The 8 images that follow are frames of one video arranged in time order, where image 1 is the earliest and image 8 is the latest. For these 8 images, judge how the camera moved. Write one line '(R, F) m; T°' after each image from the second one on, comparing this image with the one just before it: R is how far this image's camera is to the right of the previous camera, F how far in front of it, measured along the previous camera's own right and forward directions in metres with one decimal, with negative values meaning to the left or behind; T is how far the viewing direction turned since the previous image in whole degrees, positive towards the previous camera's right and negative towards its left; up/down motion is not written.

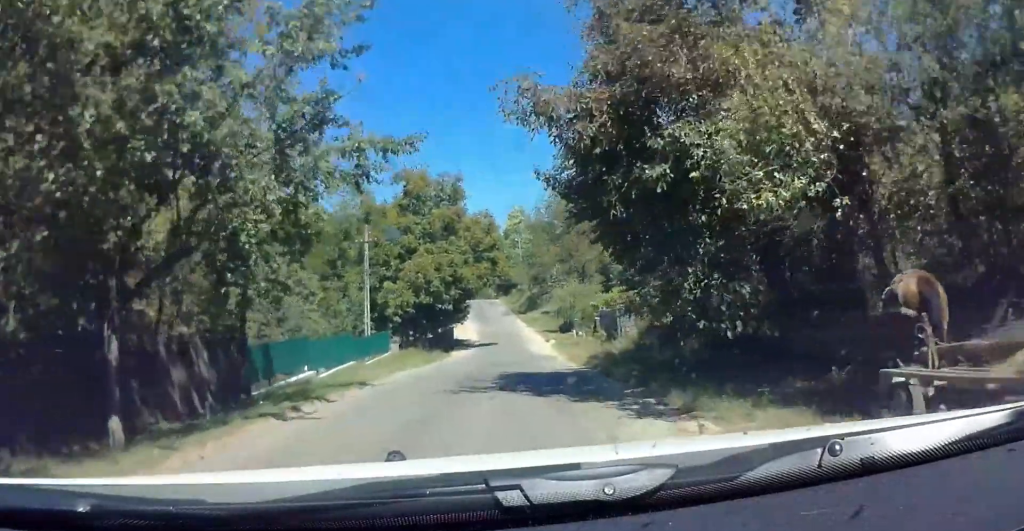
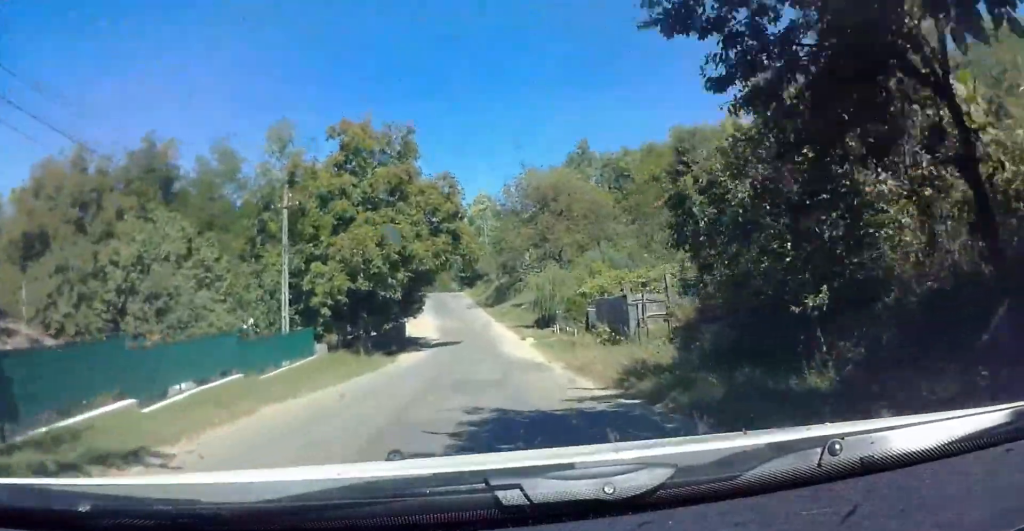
(0.0, +10.7) m; +3°
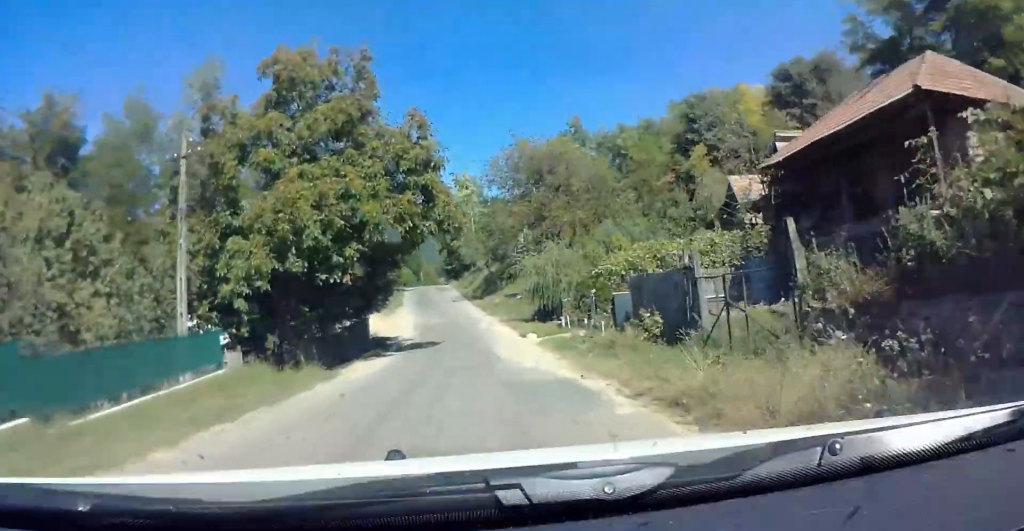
(+0.6, +9.8) m; 0°
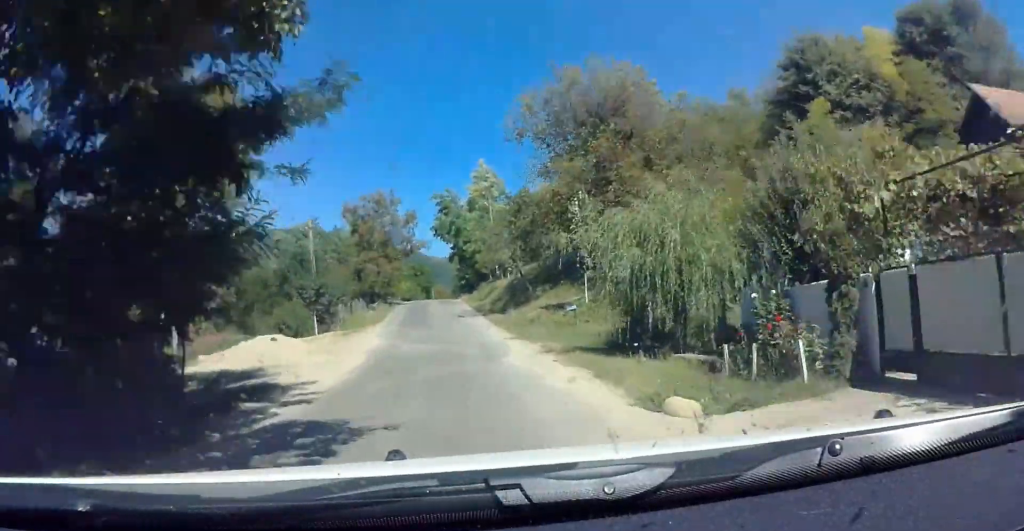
(-1.1, +20.2) m; -7°
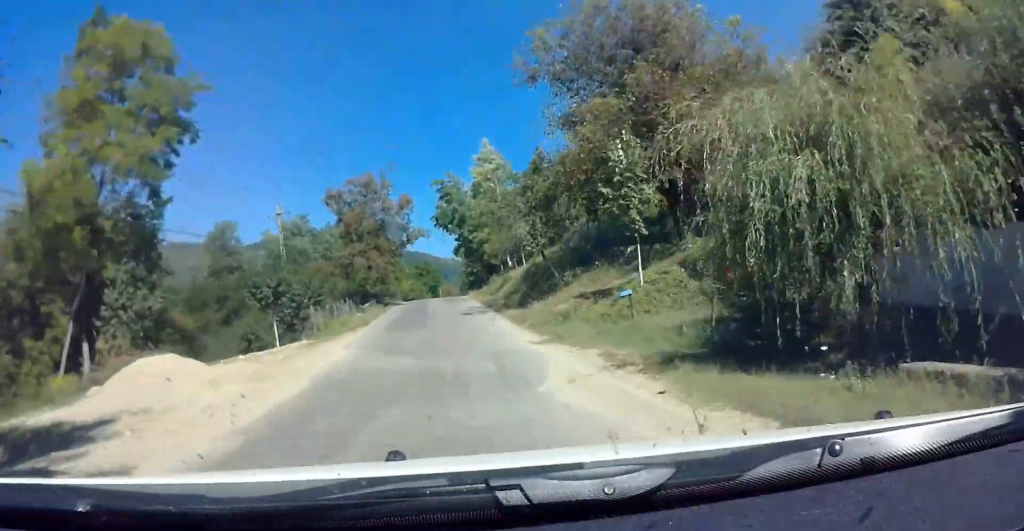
(-0.3, +8.0) m; -1°
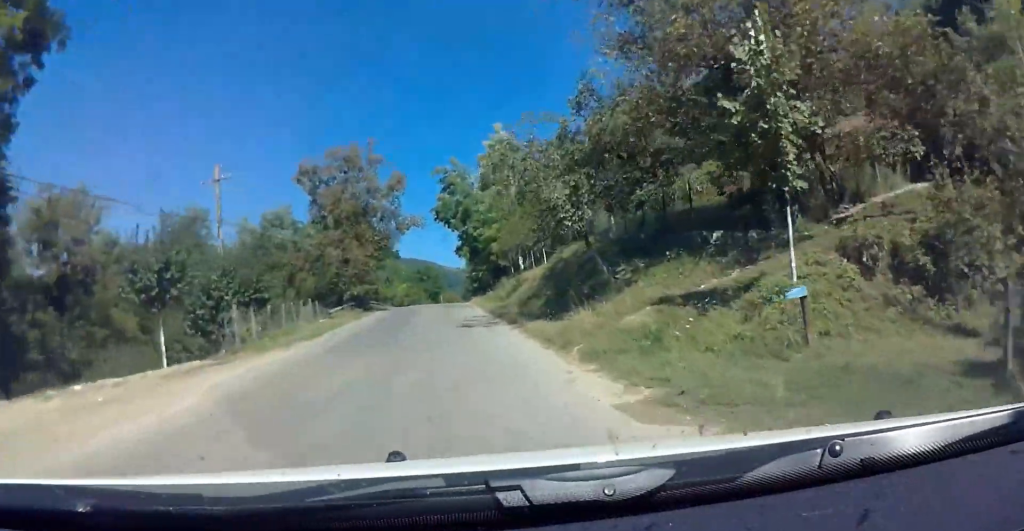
(-0.1, +9.7) m; 0°
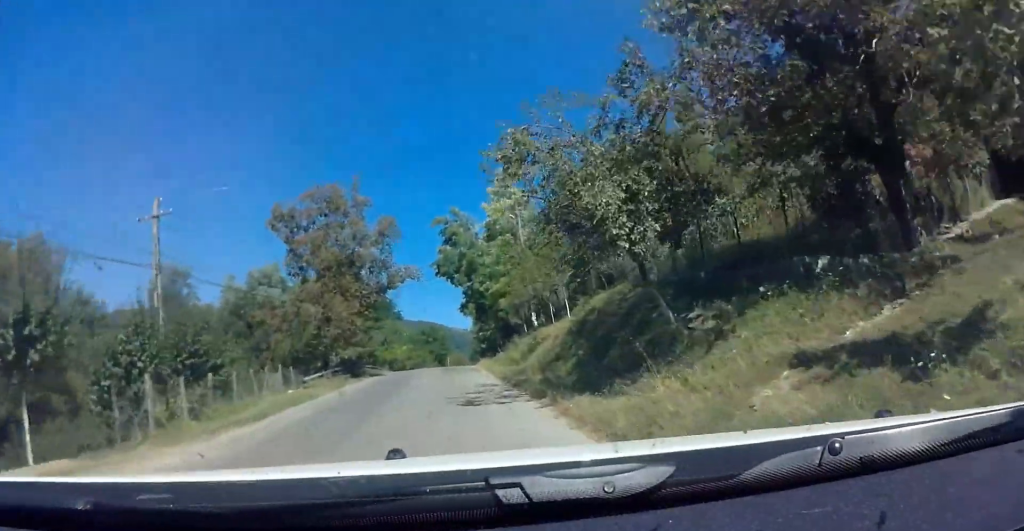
(-0.1, +5.8) m; +1°
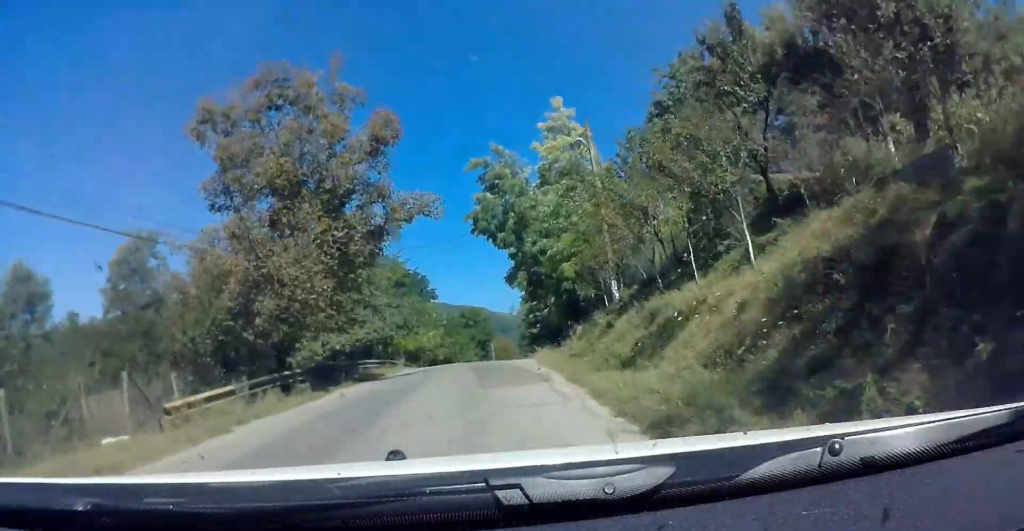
(+0.5, +14.0) m; +2°
